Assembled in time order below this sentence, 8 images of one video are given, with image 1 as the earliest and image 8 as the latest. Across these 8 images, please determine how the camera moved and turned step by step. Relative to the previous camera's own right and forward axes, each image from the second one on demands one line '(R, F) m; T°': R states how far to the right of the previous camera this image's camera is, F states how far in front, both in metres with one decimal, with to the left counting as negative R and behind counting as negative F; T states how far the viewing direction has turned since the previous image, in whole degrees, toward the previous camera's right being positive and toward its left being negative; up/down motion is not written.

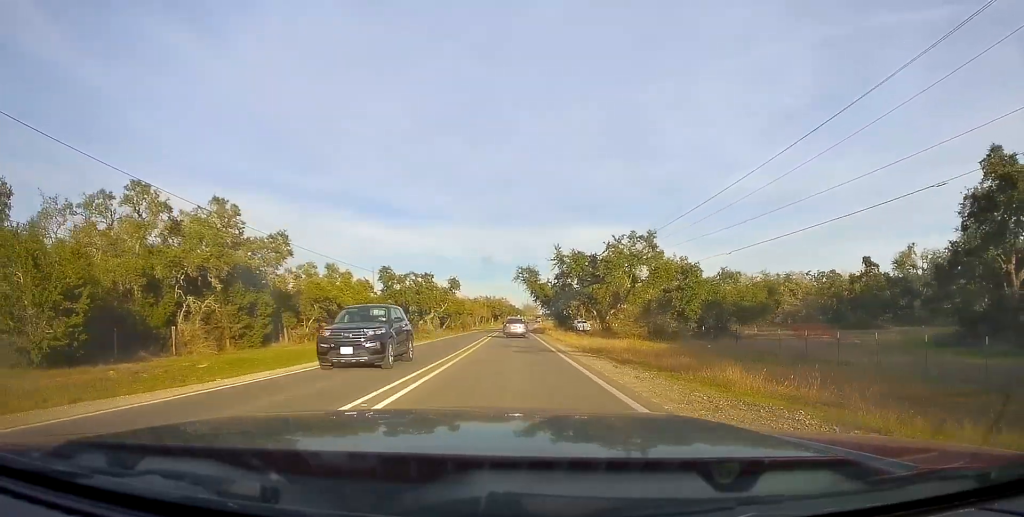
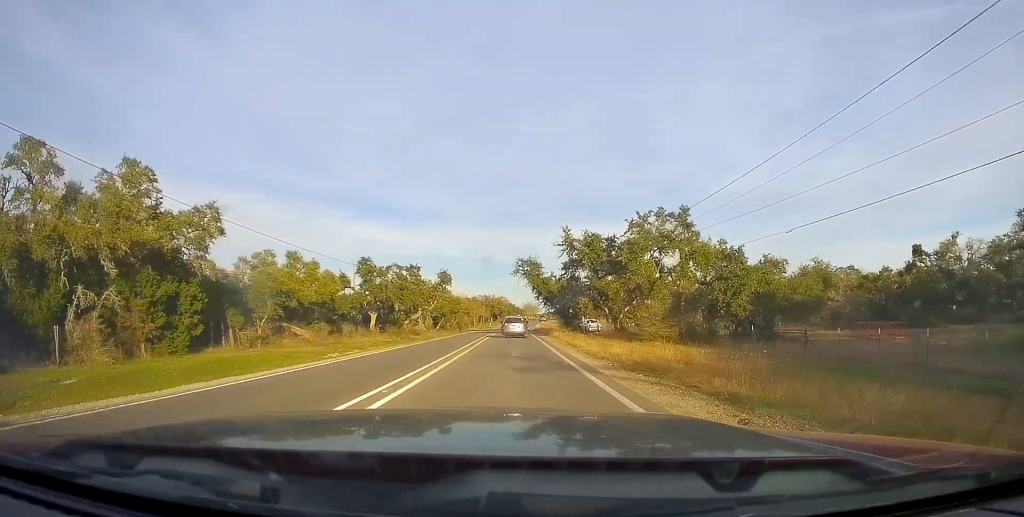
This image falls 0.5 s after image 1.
(0.0, +9.2) m; 0°
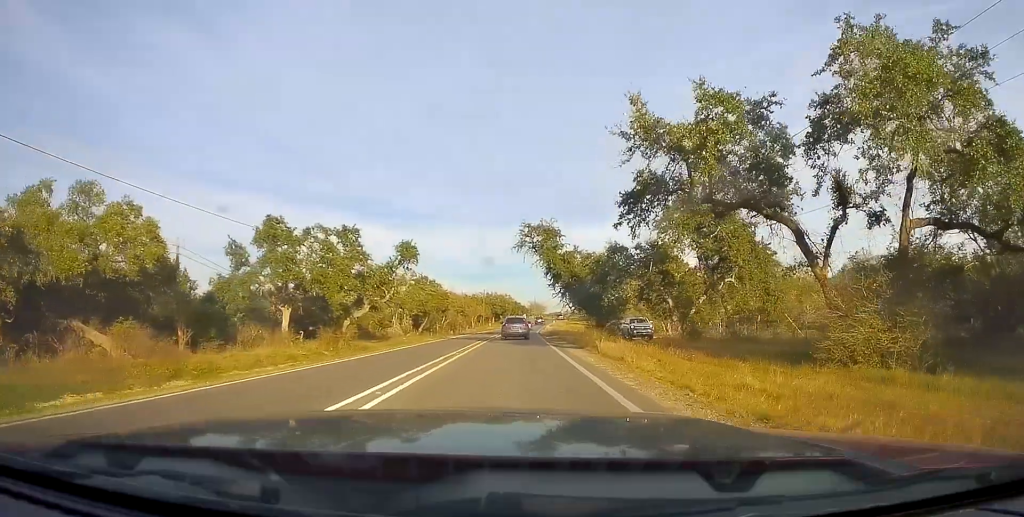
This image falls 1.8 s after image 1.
(0.0, +24.0) m; 0°
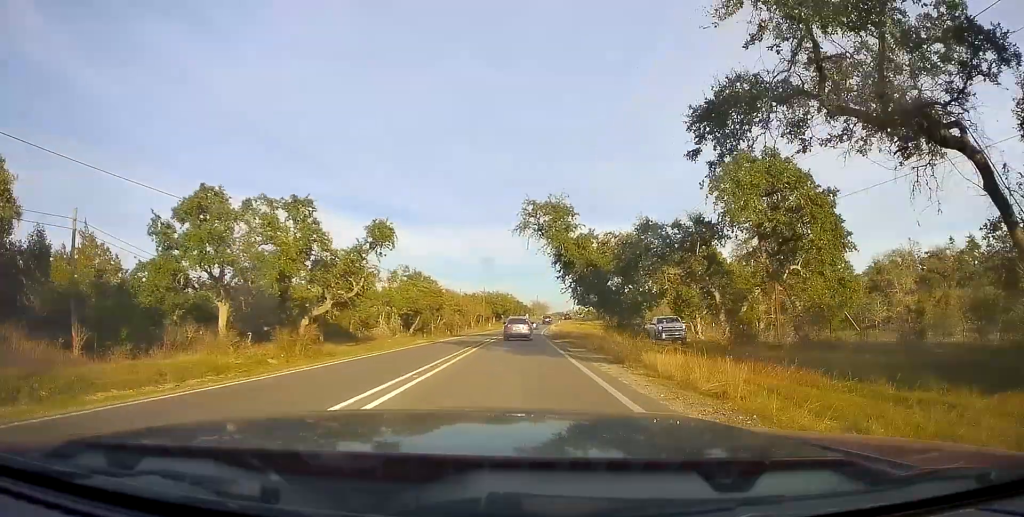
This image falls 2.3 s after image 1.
(0.0, +8.6) m; 0°
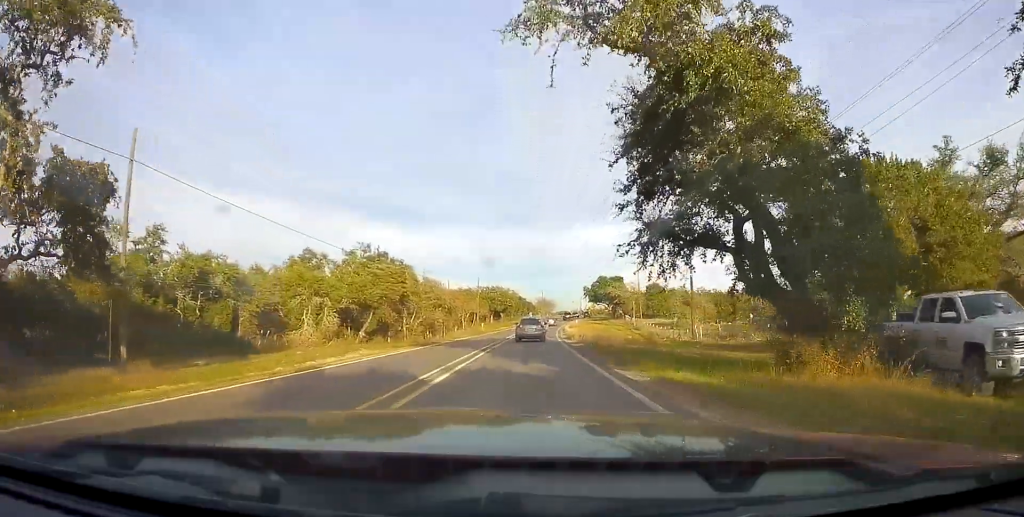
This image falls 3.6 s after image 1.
(0.0, +25.2) m; 0°
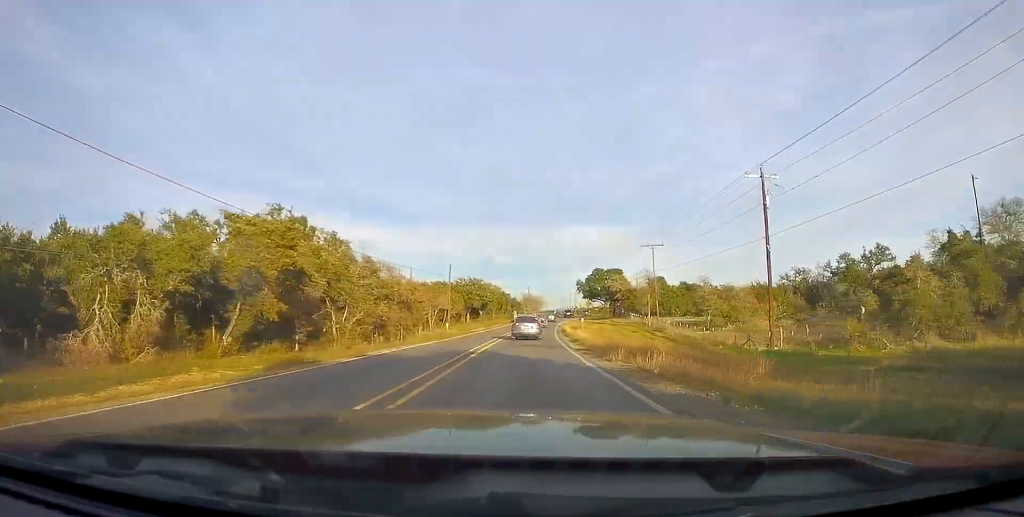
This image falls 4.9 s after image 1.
(0.0, +22.2) m; 0°
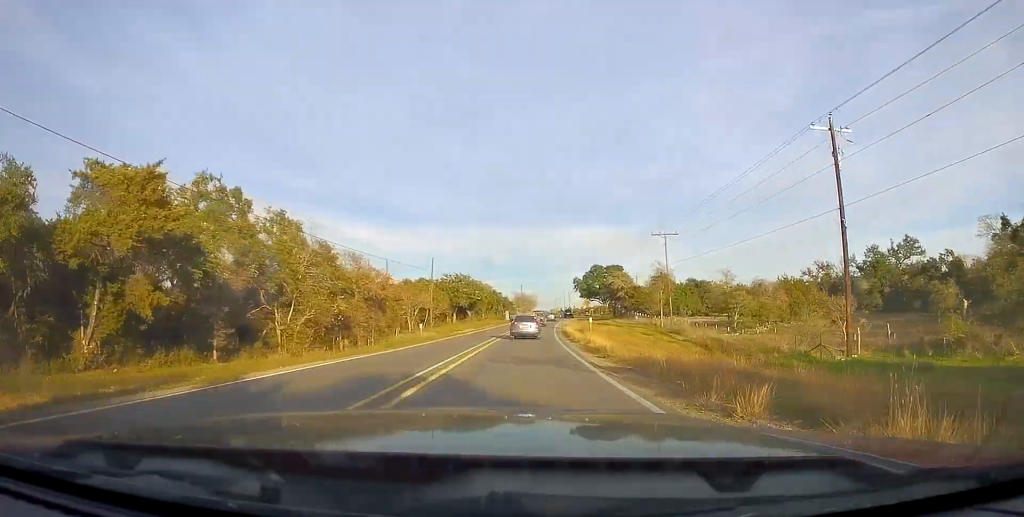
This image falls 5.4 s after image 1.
(0.0, +10.5) m; +1°
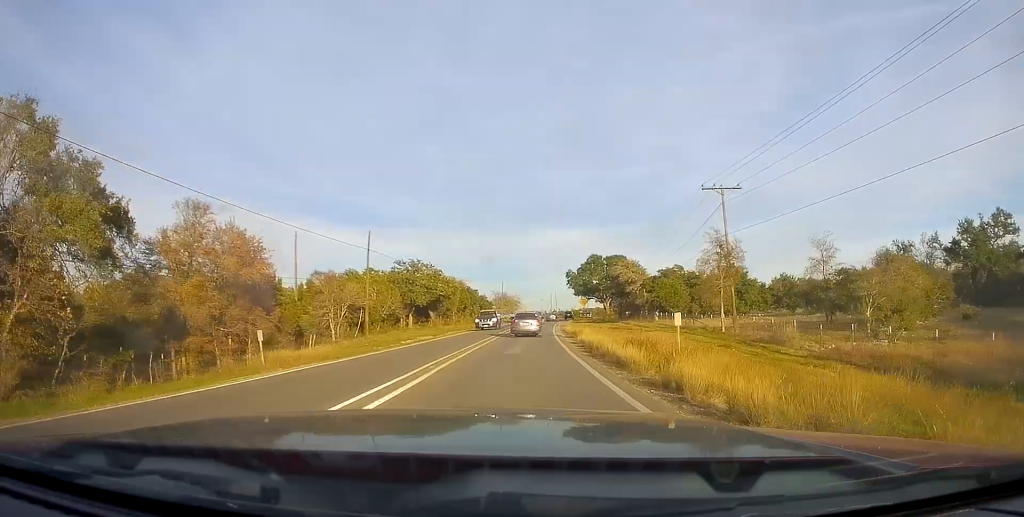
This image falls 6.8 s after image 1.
(+0.5, +24.7) m; +2°
